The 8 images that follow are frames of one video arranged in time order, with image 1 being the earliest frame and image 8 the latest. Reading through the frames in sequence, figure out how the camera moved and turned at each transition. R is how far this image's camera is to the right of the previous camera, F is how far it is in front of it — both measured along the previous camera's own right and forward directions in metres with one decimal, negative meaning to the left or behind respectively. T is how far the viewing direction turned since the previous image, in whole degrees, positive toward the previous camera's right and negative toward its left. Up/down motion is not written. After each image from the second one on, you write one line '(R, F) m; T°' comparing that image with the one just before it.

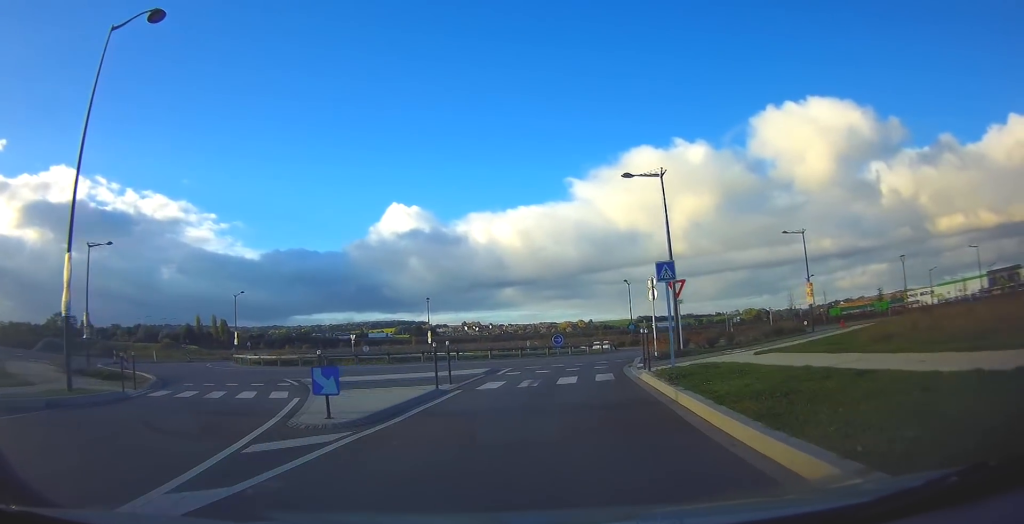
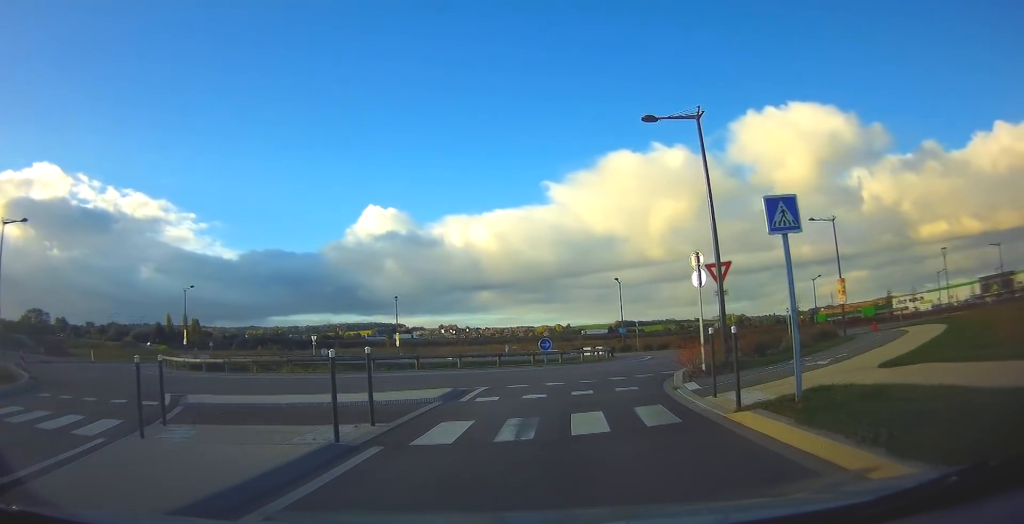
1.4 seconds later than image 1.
(+0.3, +7.5) m; +3°
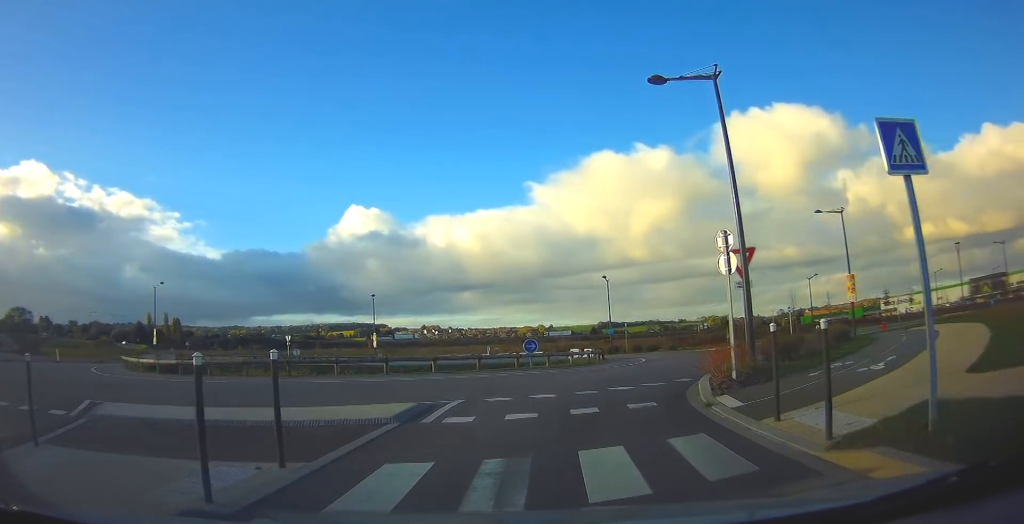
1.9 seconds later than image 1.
(0.0, +3.0) m; +2°
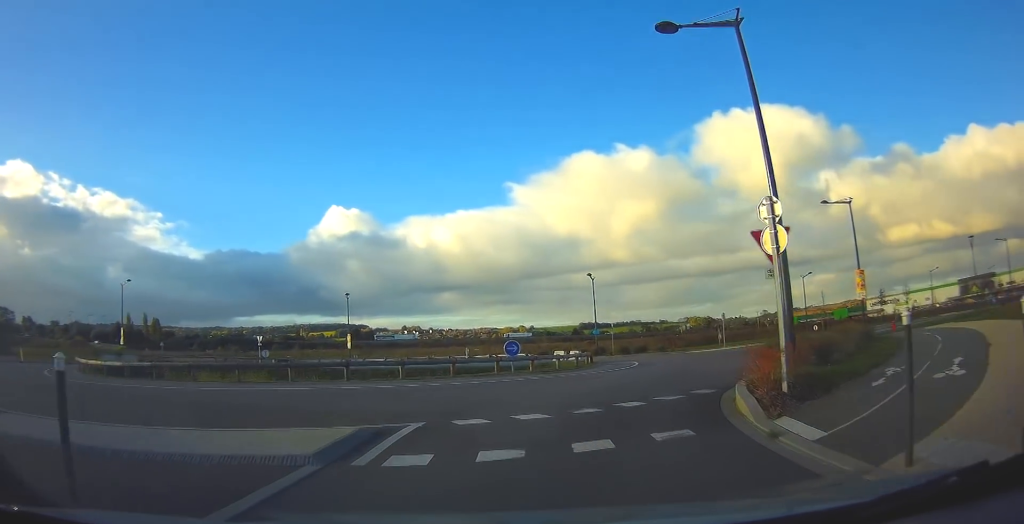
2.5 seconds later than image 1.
(0.0, +3.0) m; +2°
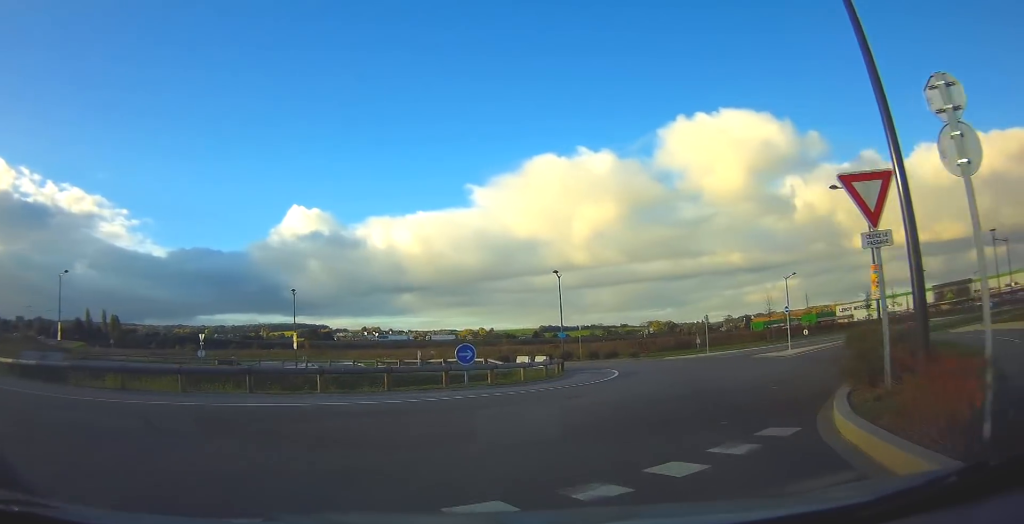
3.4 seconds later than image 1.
(+0.2, +5.3) m; +6°
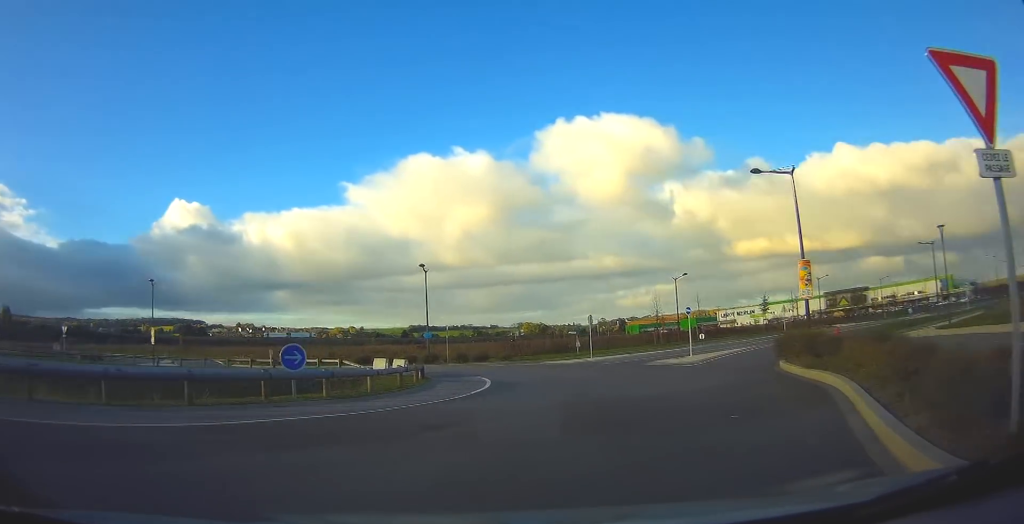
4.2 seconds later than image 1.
(+0.1, +4.7) m; +9°
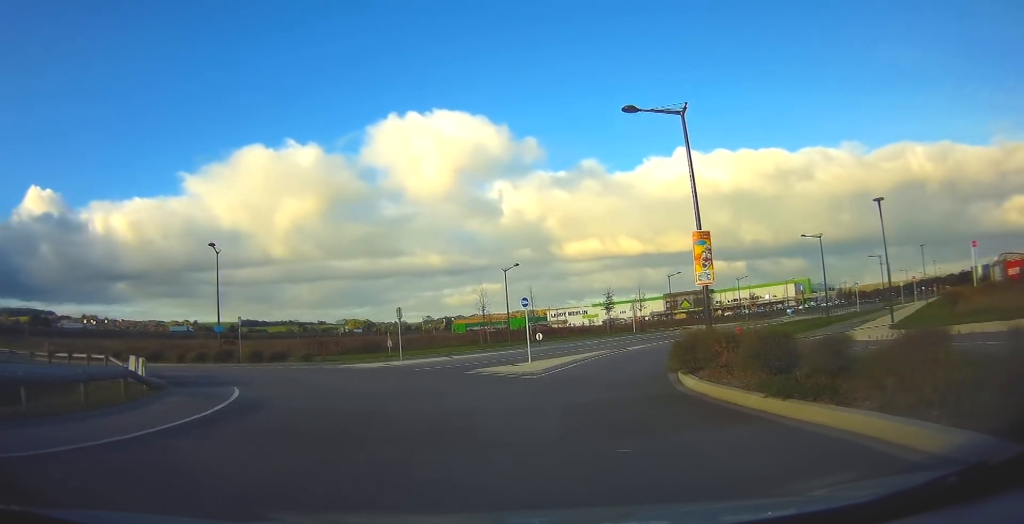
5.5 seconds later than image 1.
(+1.1, +7.5) m; +10°
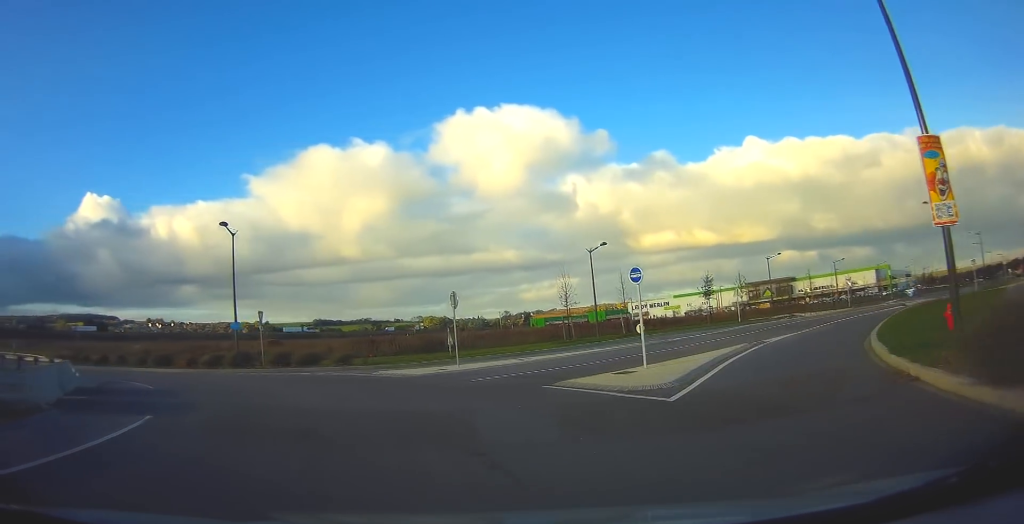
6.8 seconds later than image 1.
(+0.2, +8.2) m; -3°
